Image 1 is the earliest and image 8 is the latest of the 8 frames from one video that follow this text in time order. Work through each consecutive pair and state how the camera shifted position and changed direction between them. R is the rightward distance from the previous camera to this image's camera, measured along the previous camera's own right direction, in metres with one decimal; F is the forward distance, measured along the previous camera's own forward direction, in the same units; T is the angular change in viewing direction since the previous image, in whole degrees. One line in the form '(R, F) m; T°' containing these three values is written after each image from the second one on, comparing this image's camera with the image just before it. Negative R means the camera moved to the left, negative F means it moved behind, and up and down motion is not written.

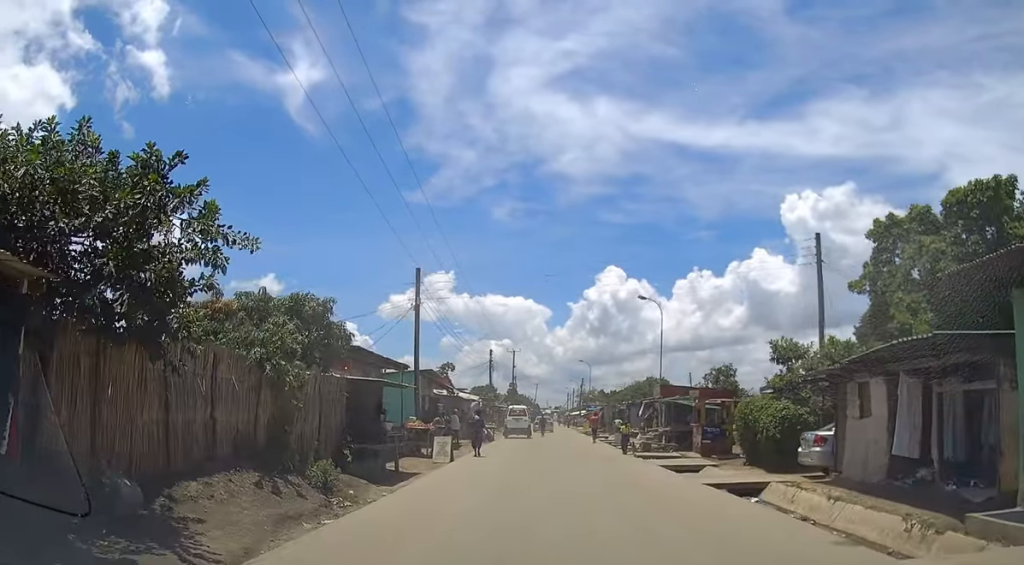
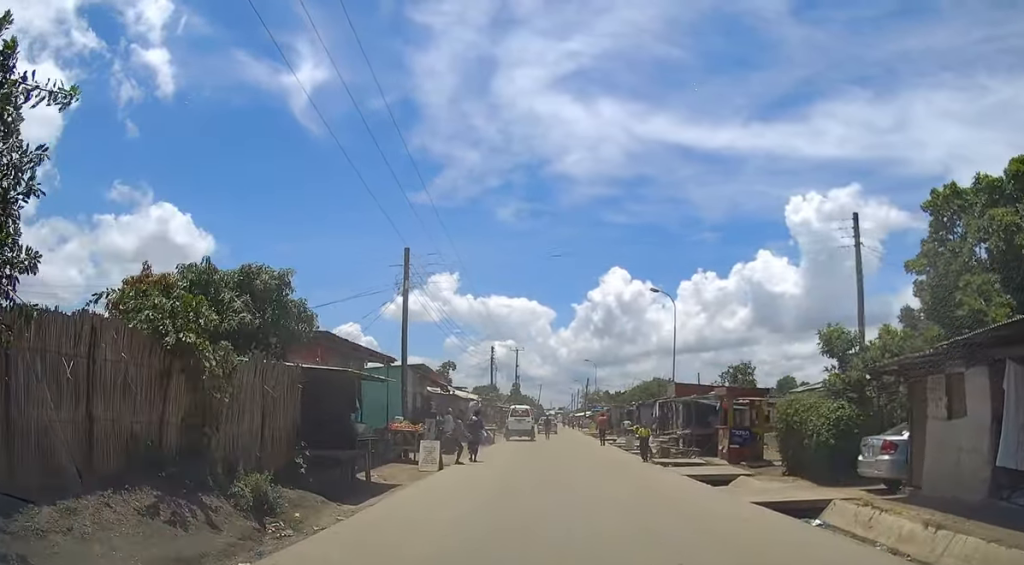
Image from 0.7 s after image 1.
(+0.1, +3.3) m; 0°
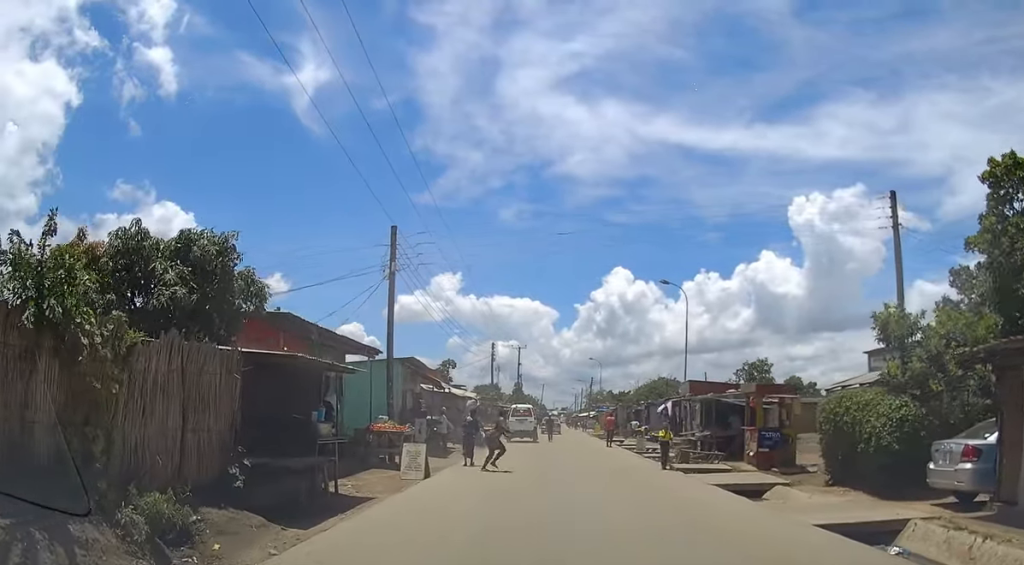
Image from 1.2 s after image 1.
(-0.1, +2.8) m; -1°
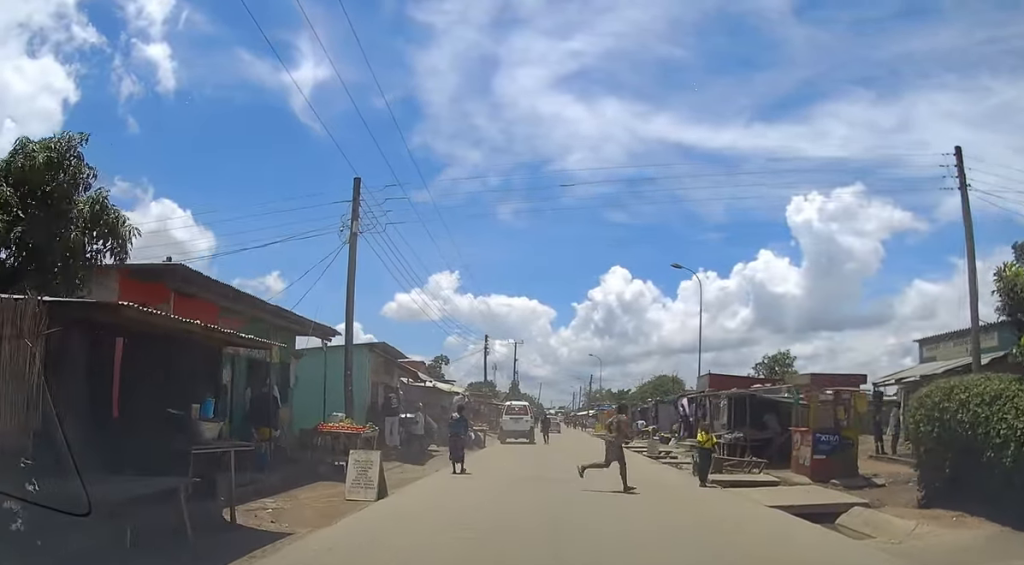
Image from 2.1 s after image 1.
(0.0, +4.3) m; 0°
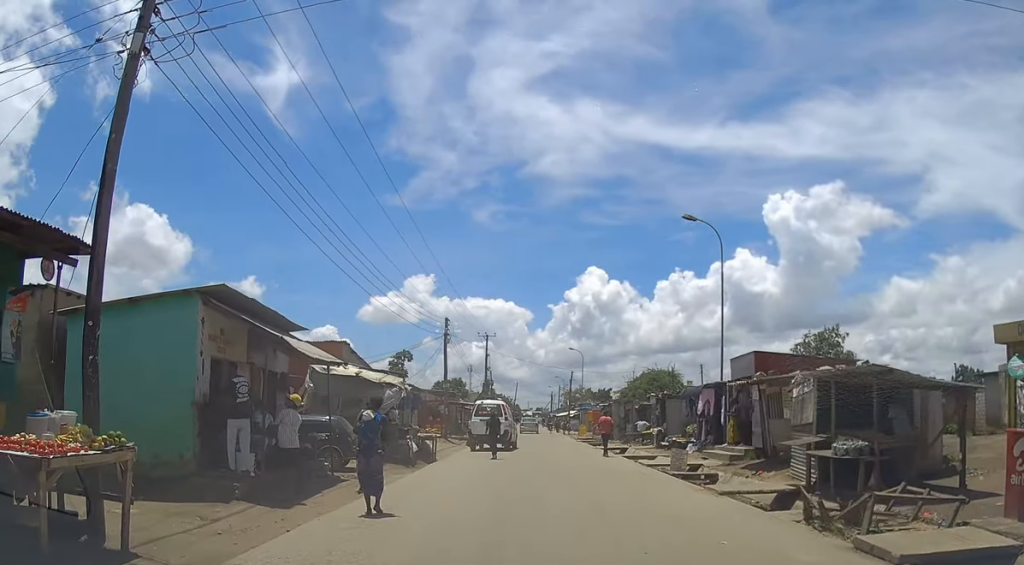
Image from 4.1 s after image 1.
(+0.1, +9.2) m; 0°
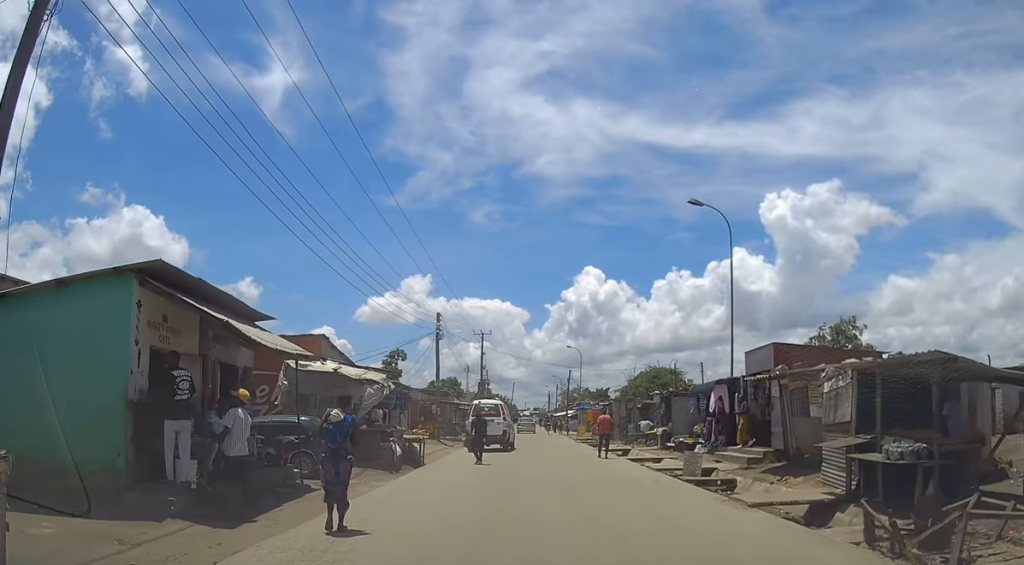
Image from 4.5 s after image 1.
(0.0, +1.9) m; 0°
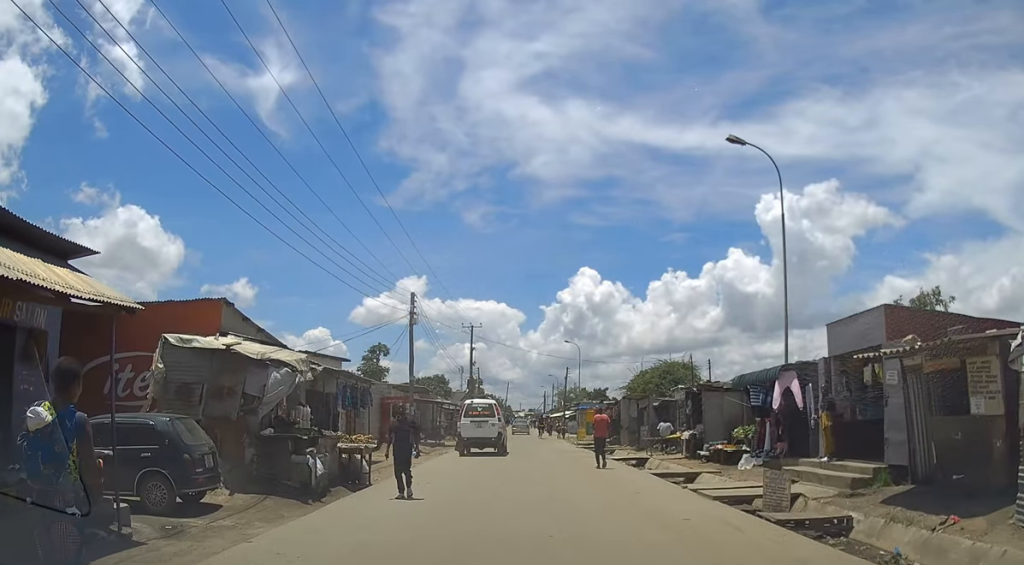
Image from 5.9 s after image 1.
(+0.1, +6.5) m; +1°
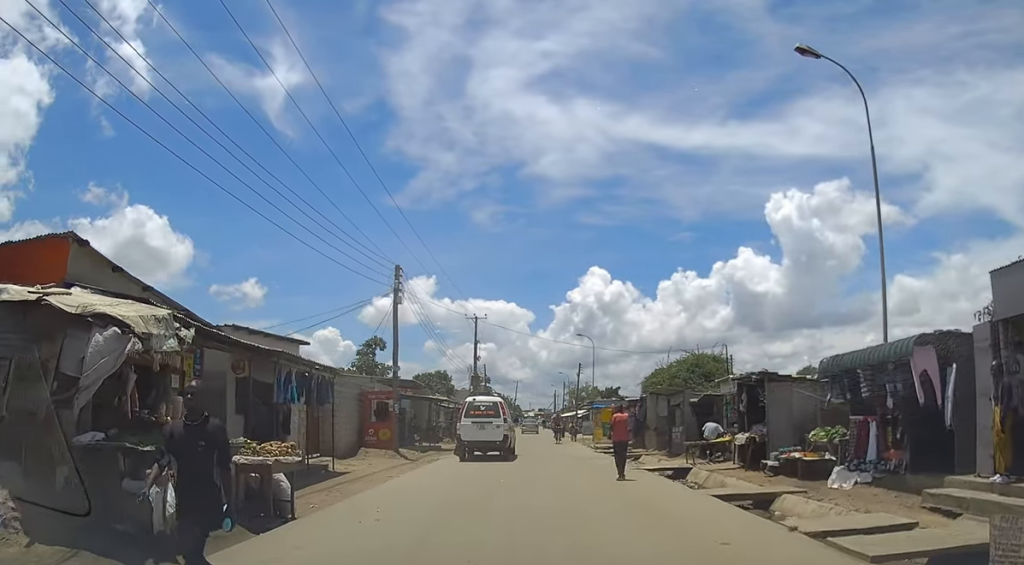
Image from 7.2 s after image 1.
(-0.1, +5.5) m; -2°
